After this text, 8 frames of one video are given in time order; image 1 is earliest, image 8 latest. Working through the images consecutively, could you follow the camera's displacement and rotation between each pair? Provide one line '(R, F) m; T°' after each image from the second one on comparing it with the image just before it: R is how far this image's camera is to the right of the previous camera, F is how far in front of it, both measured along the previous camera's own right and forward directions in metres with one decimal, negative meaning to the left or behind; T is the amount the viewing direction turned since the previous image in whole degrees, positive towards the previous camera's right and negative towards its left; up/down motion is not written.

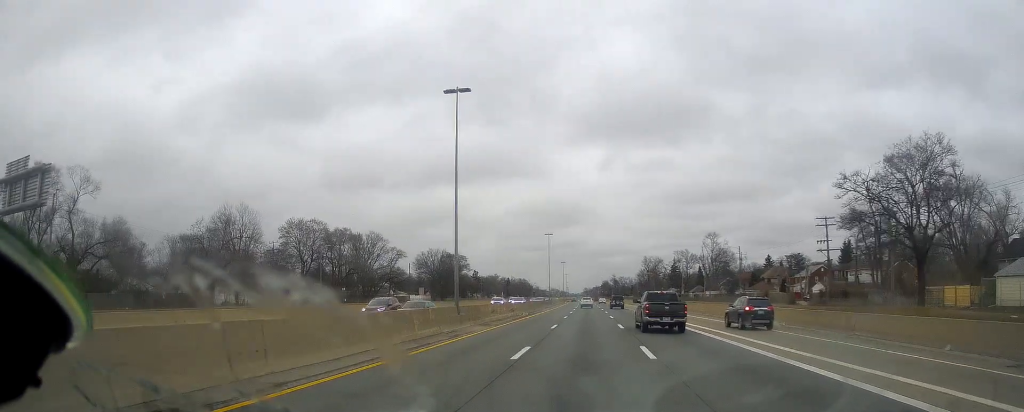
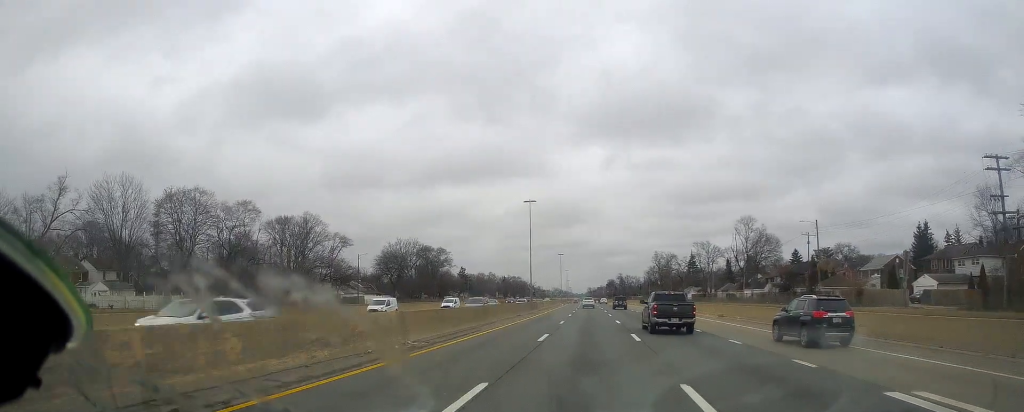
(-0.3, +39.0) m; -1°
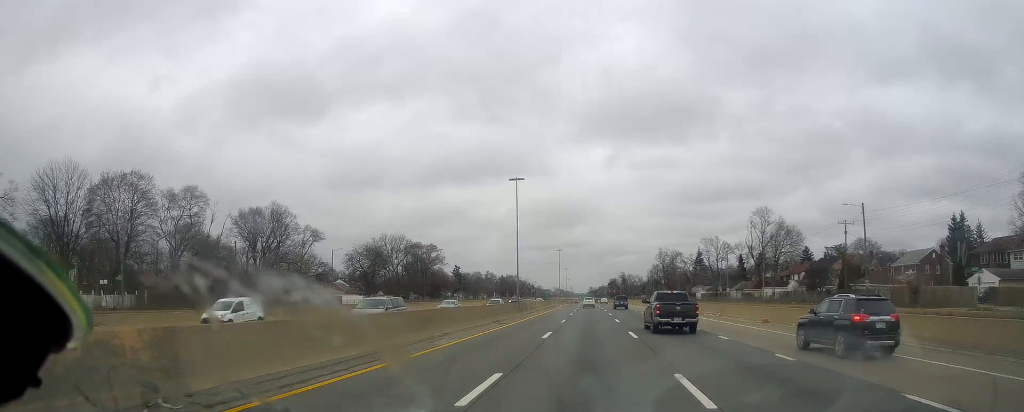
(-0.3, +13.8) m; 0°
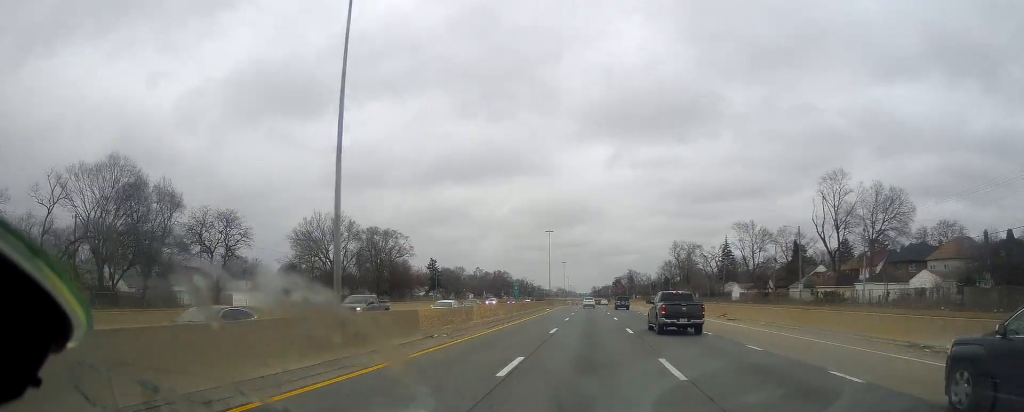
(+0.4, +42.7) m; +1°
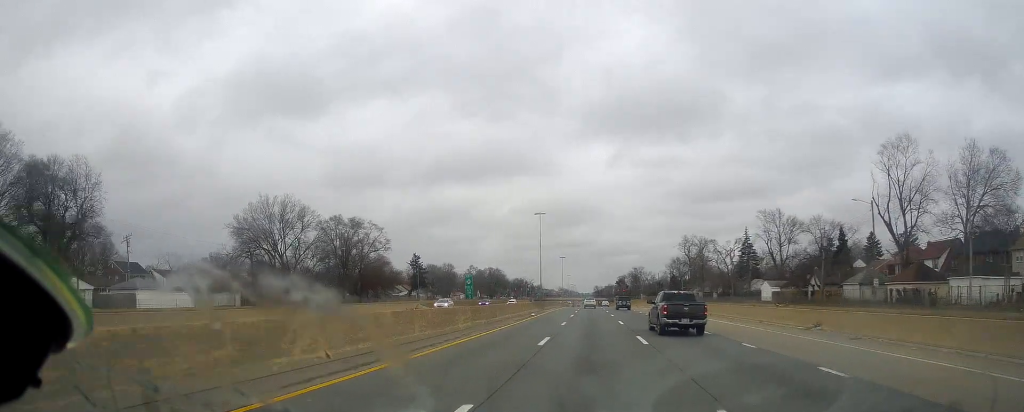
(0.0, +22.5) m; 0°
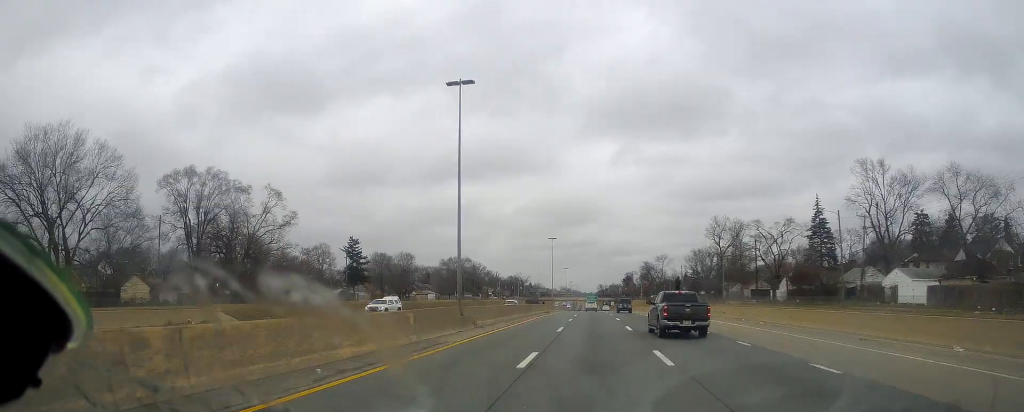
(-0.8, +52.5) m; -2°
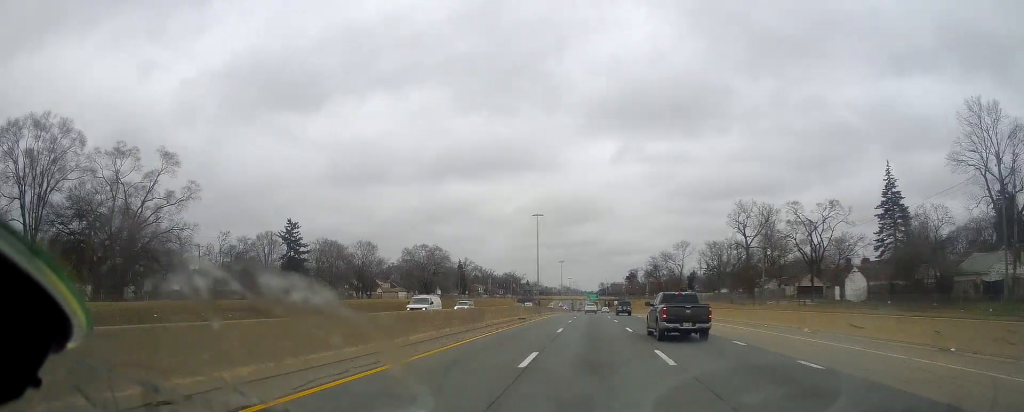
(-0.3, +30.0) m; 0°
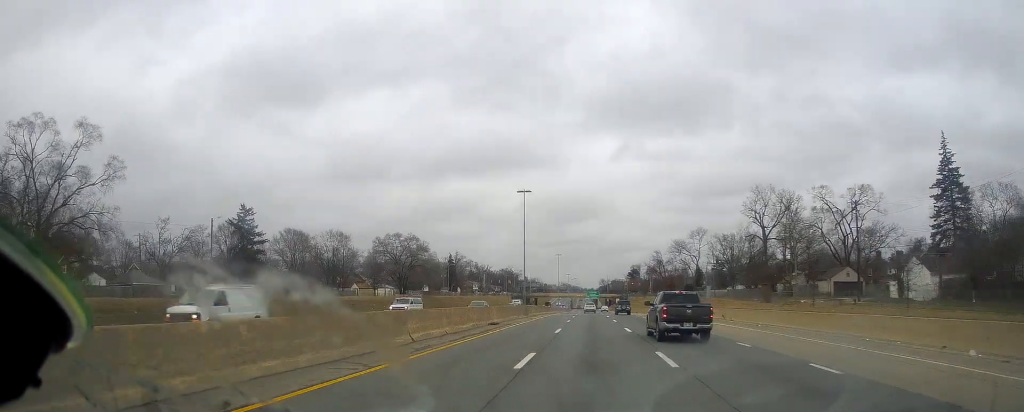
(-0.1, +16.0) m; 0°
